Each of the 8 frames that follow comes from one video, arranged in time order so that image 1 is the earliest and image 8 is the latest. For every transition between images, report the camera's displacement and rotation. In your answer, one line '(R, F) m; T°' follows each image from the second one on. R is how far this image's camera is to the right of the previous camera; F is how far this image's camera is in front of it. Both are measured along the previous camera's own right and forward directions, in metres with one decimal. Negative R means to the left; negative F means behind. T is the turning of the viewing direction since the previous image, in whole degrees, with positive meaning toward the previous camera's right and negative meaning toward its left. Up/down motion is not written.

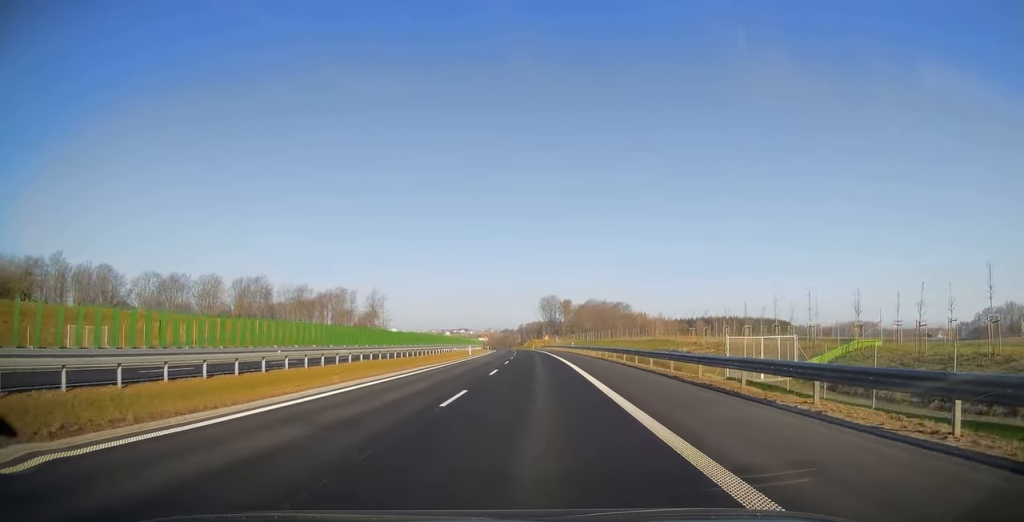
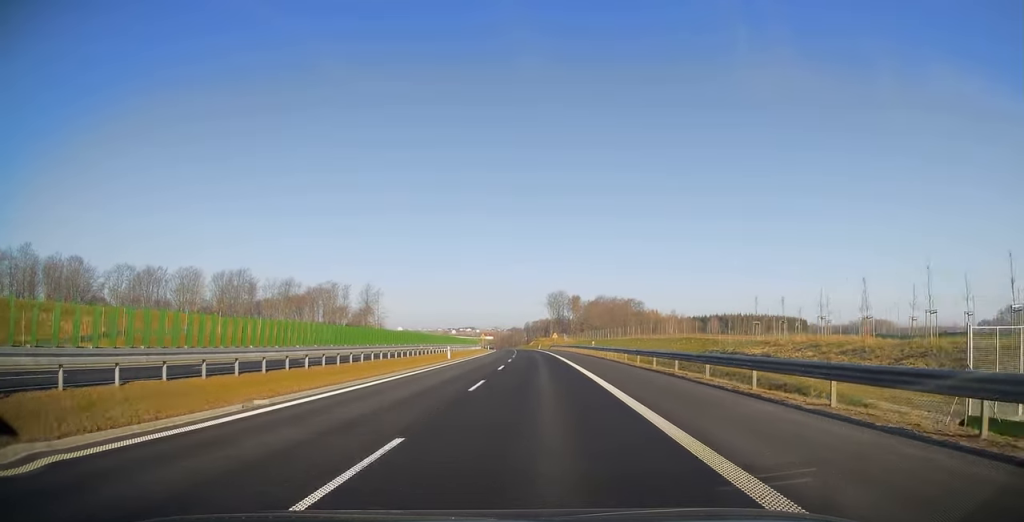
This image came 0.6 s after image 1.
(0.0, +20.3) m; -1°
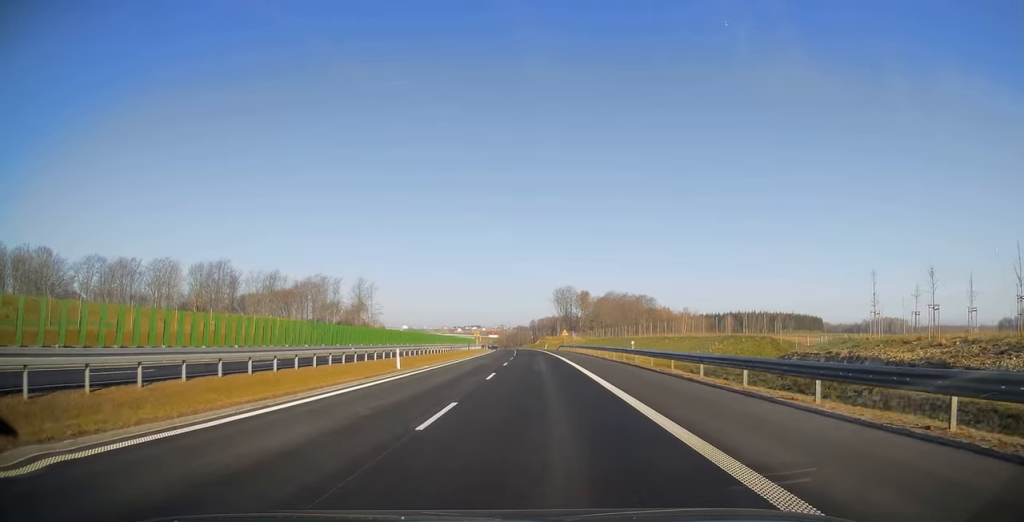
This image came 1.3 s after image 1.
(-0.2, +19.3) m; -1°
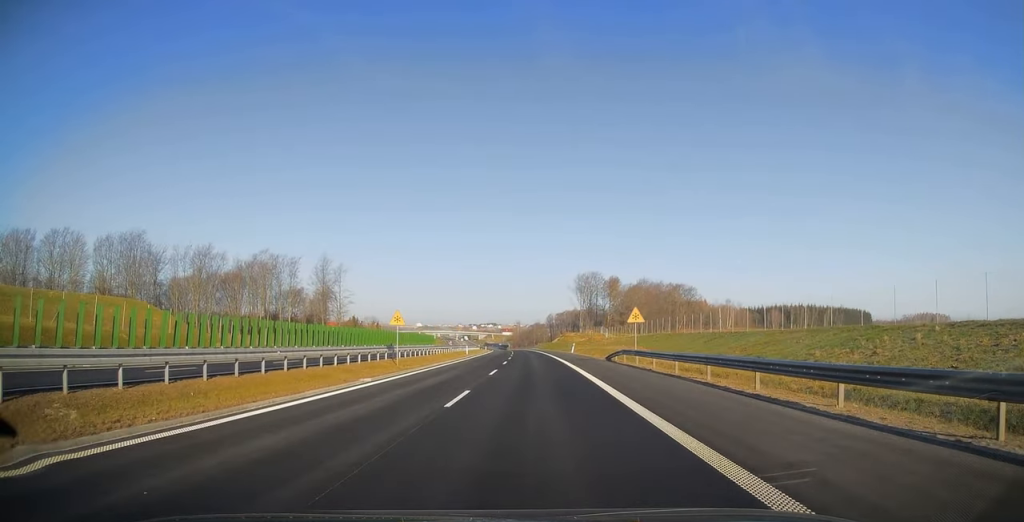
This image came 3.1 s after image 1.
(-0.9, +56.9) m; -2°
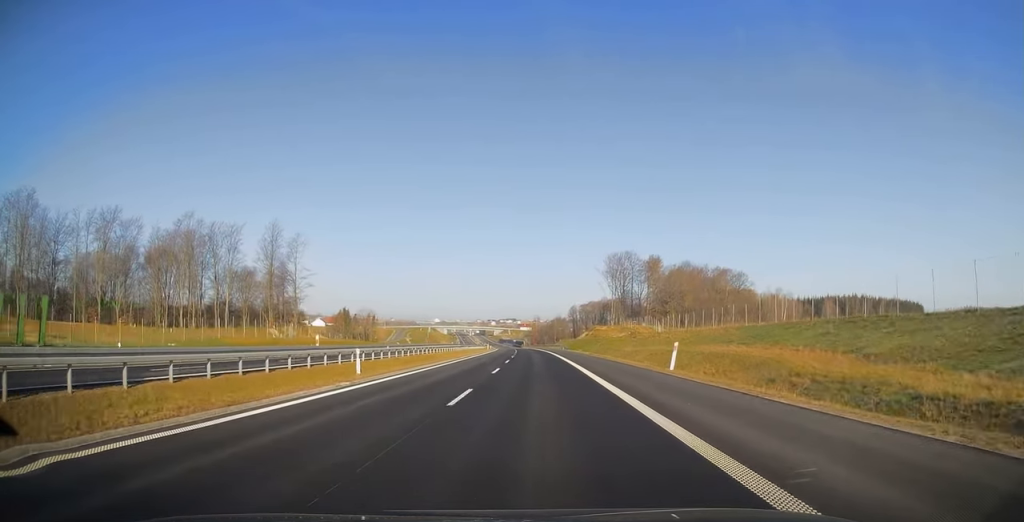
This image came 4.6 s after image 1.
(-0.7, +48.3) m; -2°
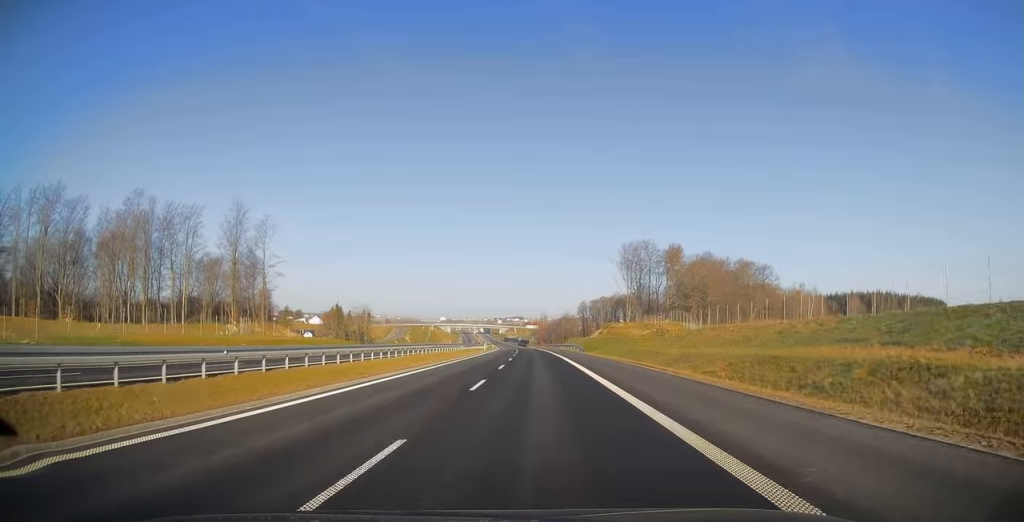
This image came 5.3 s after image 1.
(-0.2, +20.5) m; -1°
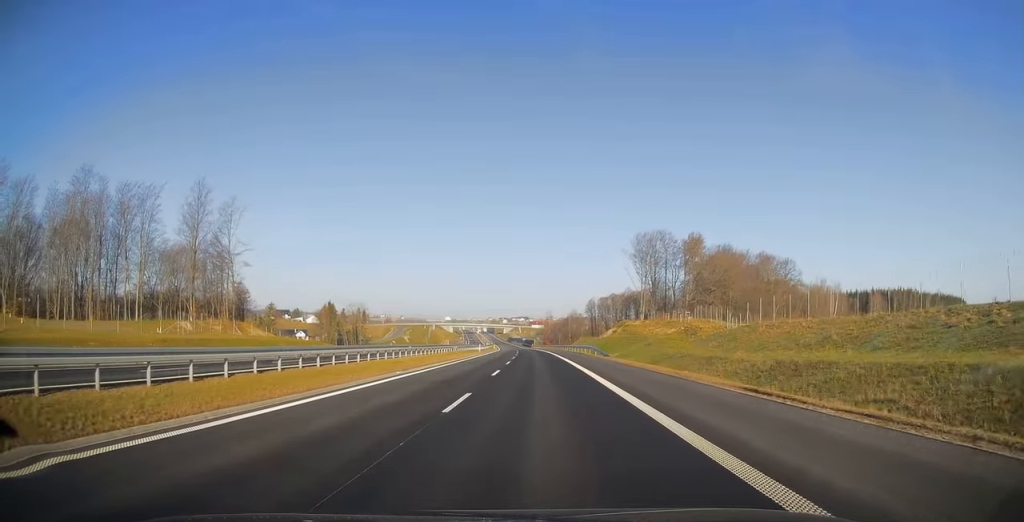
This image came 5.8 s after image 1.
(-0.1, +16.8) m; -1°
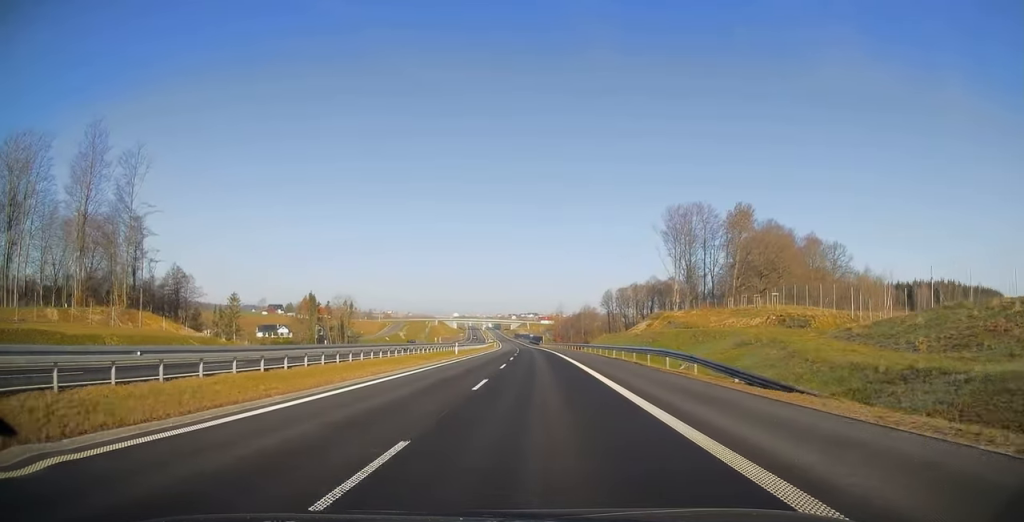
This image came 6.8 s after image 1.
(-0.4, +31.6) m; -1°
